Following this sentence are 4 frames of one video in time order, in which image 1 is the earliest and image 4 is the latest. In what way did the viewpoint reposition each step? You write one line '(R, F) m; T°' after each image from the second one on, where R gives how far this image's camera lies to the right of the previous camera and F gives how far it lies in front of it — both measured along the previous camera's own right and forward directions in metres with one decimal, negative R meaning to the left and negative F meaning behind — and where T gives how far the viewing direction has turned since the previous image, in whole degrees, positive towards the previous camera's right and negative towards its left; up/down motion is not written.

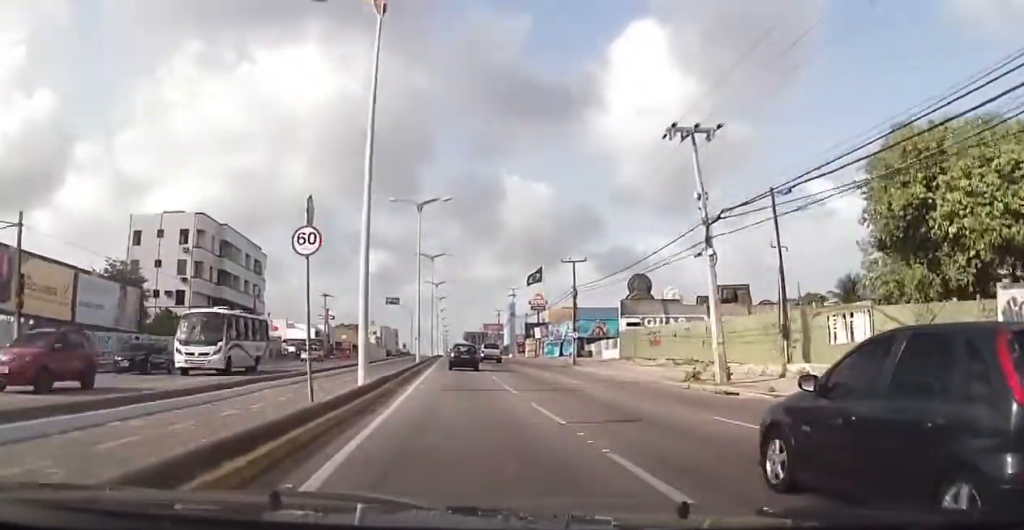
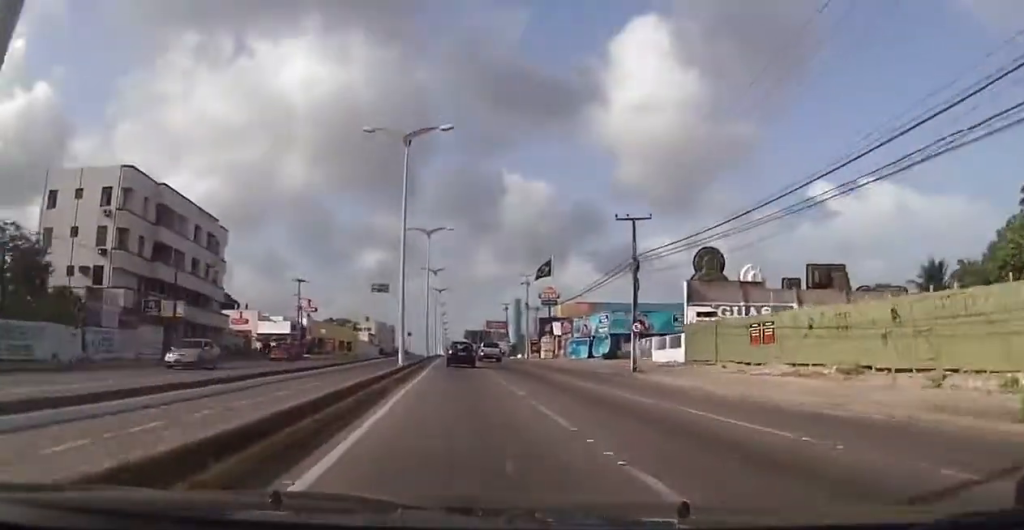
(0.0, +17.7) m; 0°
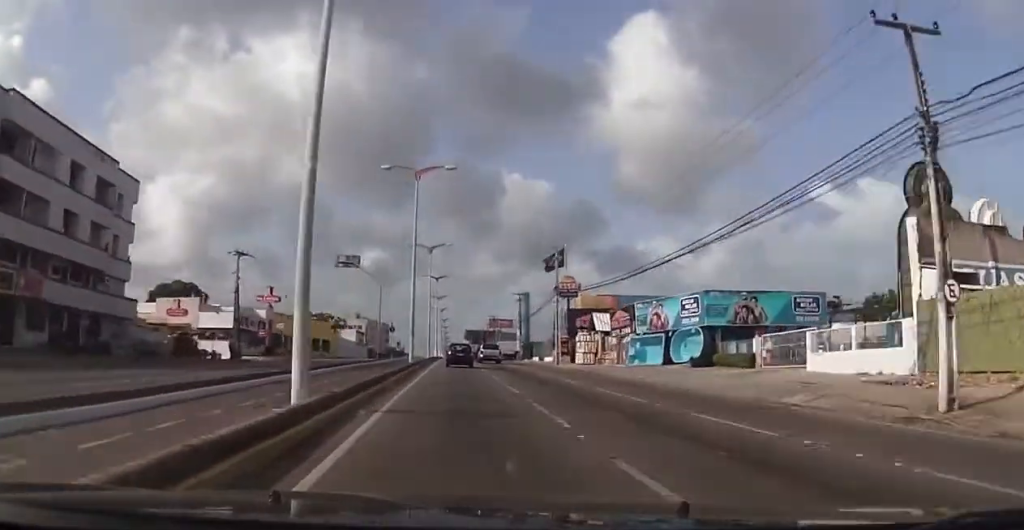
(0.0, +23.8) m; -1°
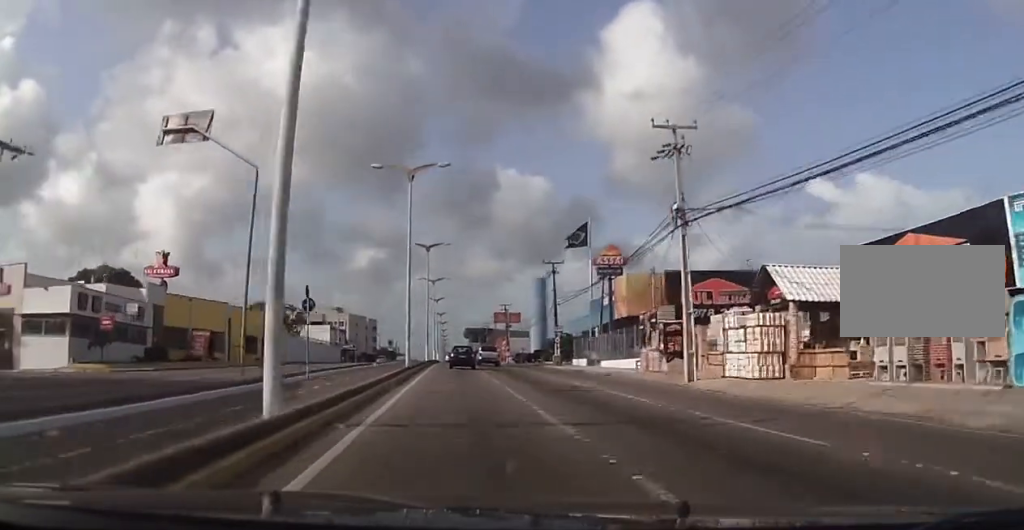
(-0.3, +33.4) m; +1°
